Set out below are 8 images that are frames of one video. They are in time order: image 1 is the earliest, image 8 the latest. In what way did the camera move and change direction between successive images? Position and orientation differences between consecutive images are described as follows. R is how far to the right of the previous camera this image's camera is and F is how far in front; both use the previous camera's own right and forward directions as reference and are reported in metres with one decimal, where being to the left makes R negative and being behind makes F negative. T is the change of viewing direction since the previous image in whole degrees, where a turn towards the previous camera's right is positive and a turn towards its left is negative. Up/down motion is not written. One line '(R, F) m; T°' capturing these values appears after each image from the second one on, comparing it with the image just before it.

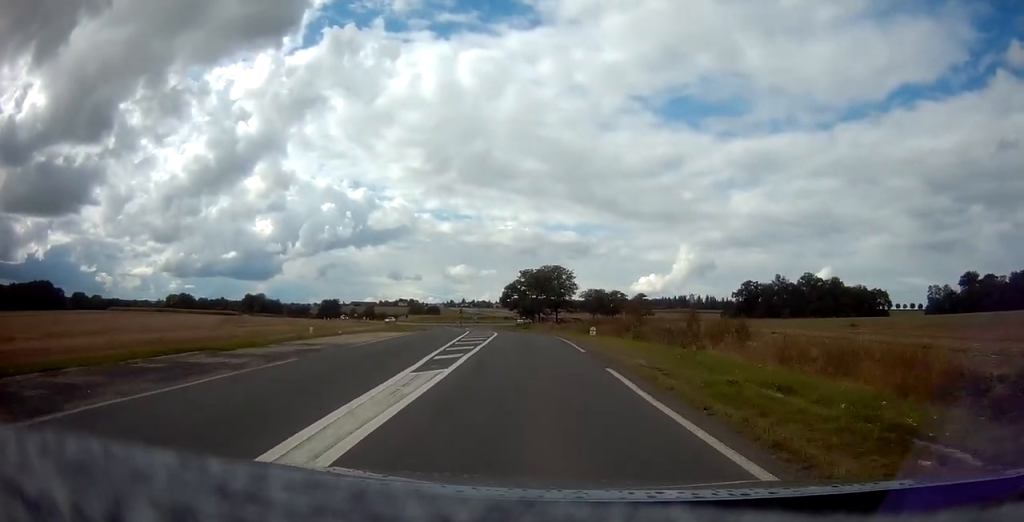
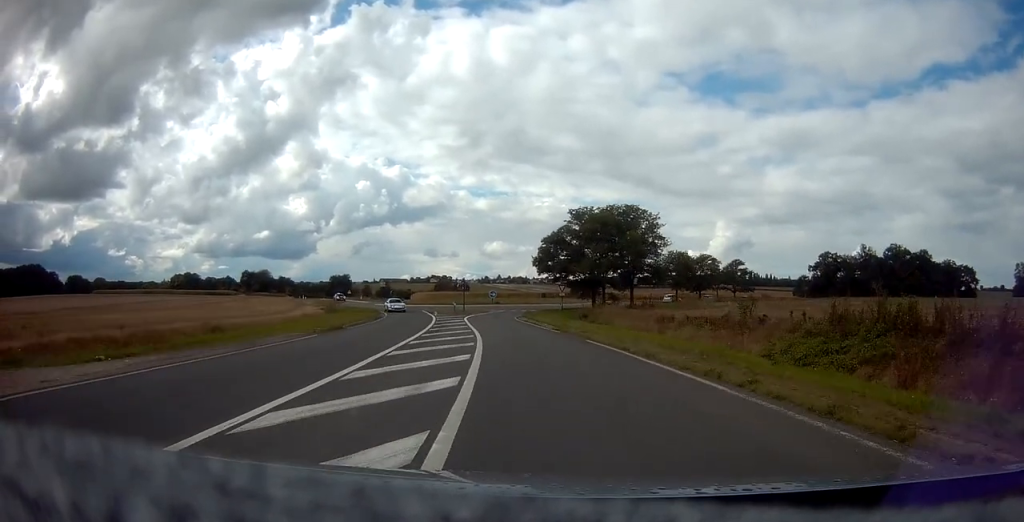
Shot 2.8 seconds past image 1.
(-0.6, +44.5) m; -2°
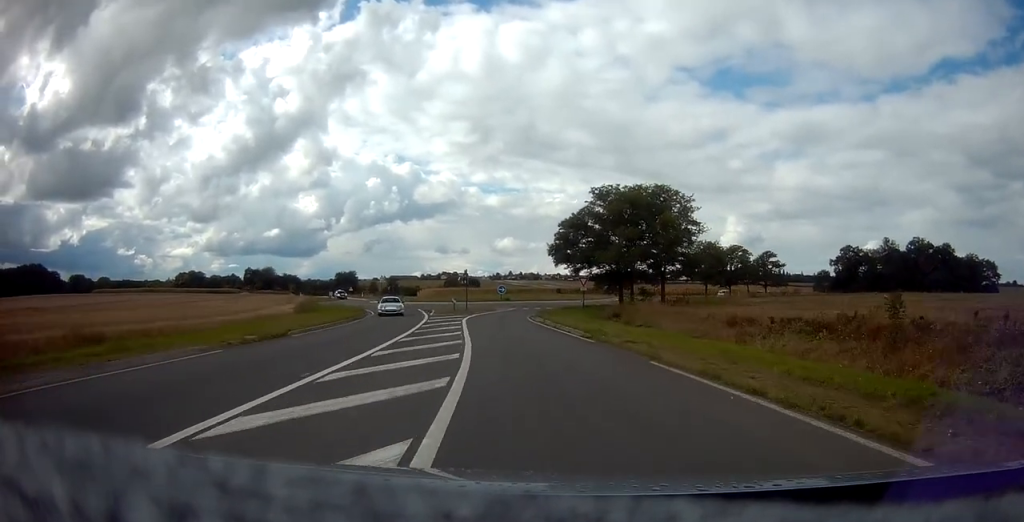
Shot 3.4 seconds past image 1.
(-0.3, +9.1) m; -2°
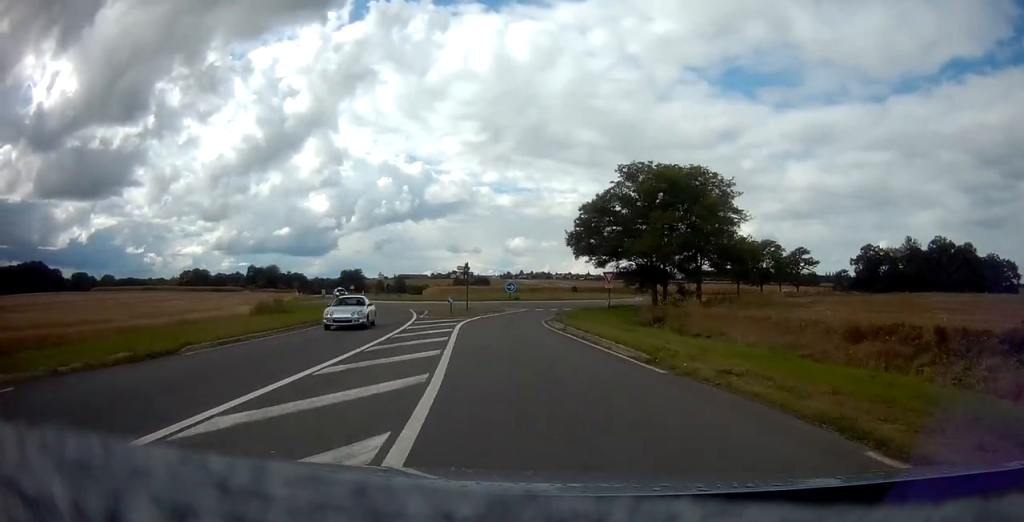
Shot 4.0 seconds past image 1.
(0.0, +8.1) m; -1°
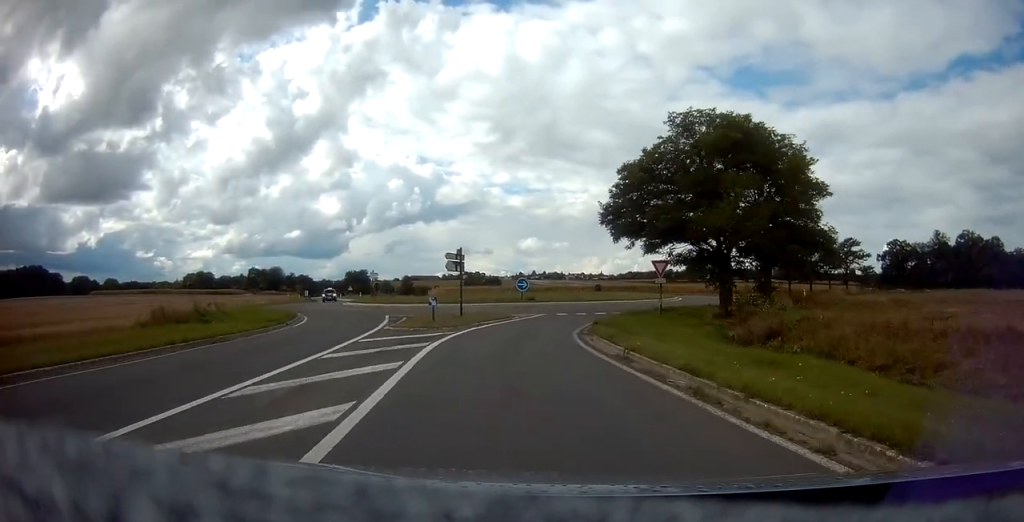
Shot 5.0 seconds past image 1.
(-0.1, +11.5) m; -1°
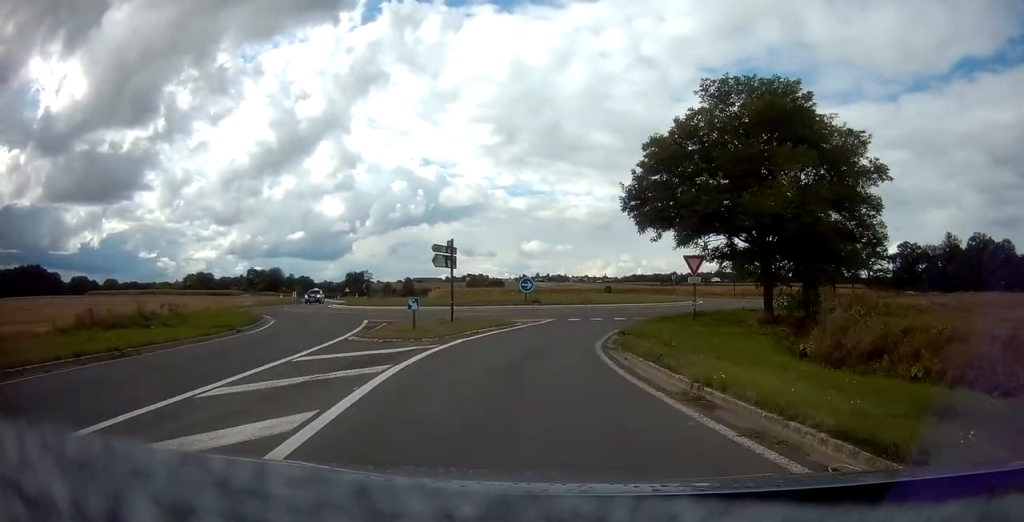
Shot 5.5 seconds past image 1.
(-0.1, +5.2) m; -1°
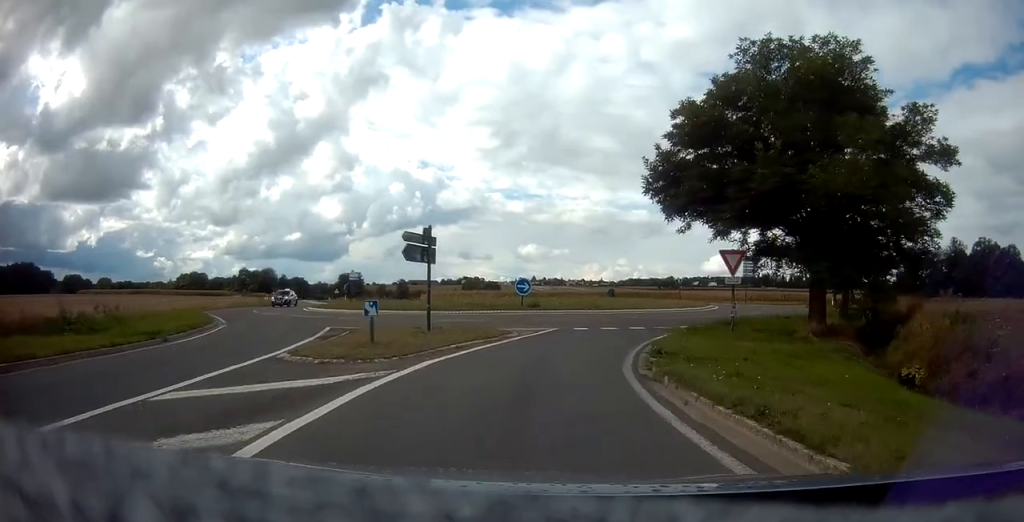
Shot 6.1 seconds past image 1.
(0.0, +4.6) m; +2°
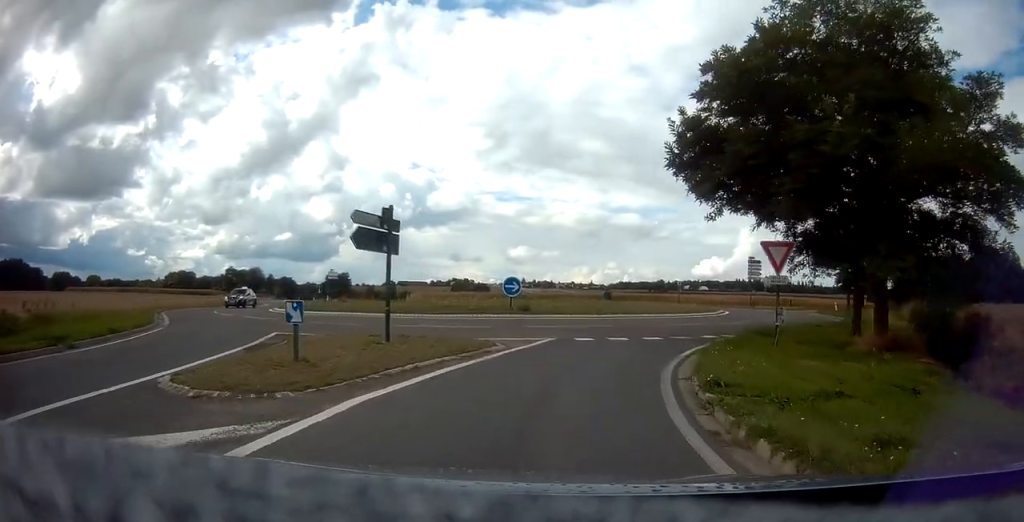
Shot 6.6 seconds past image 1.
(-0.1, +4.3) m; +2°
